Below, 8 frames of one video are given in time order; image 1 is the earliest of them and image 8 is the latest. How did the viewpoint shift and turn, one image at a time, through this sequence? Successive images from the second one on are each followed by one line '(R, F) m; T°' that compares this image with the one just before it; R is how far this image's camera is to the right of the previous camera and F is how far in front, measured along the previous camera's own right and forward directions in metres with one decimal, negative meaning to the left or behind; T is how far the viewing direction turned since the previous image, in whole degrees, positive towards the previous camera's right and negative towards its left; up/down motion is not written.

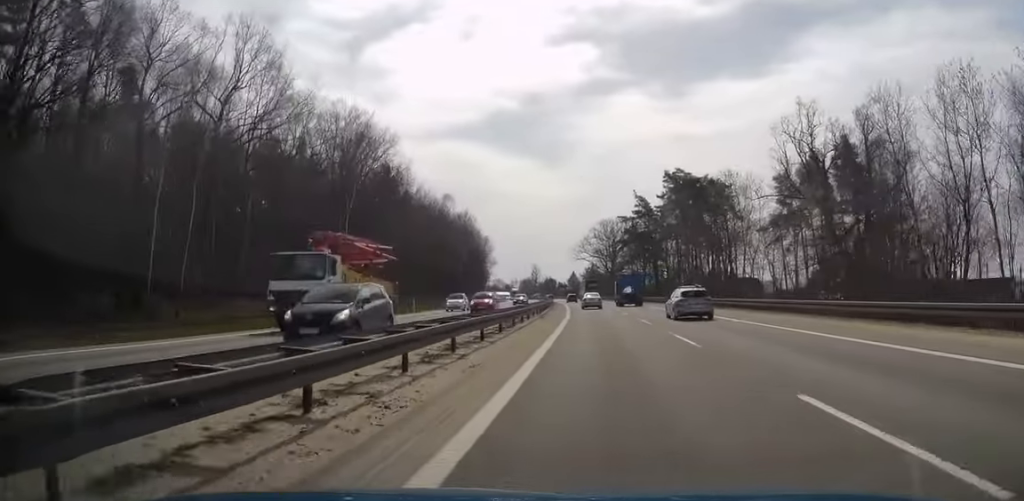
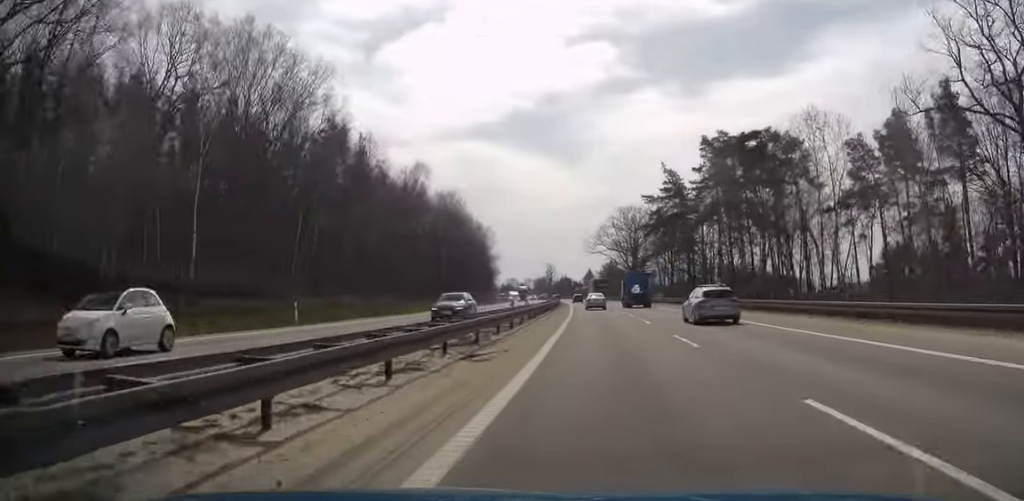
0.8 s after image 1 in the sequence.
(-0.4, +25.1) m; -1°
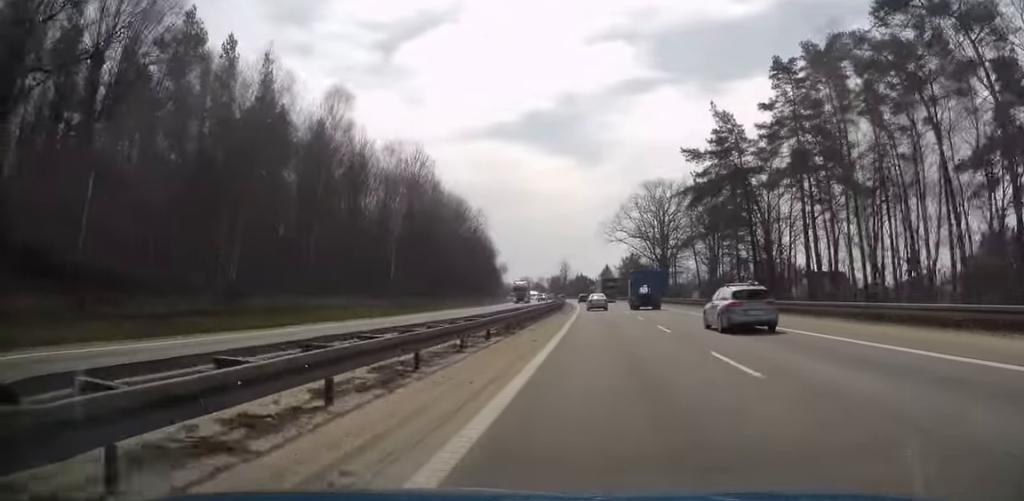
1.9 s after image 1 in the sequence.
(-0.4, +30.5) m; -1°
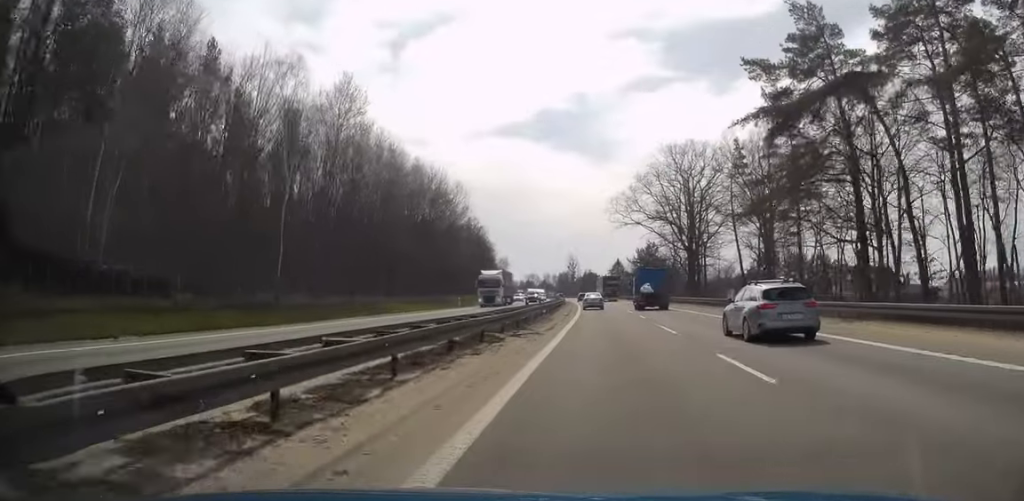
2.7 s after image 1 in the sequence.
(-0.2, +25.5) m; -1°
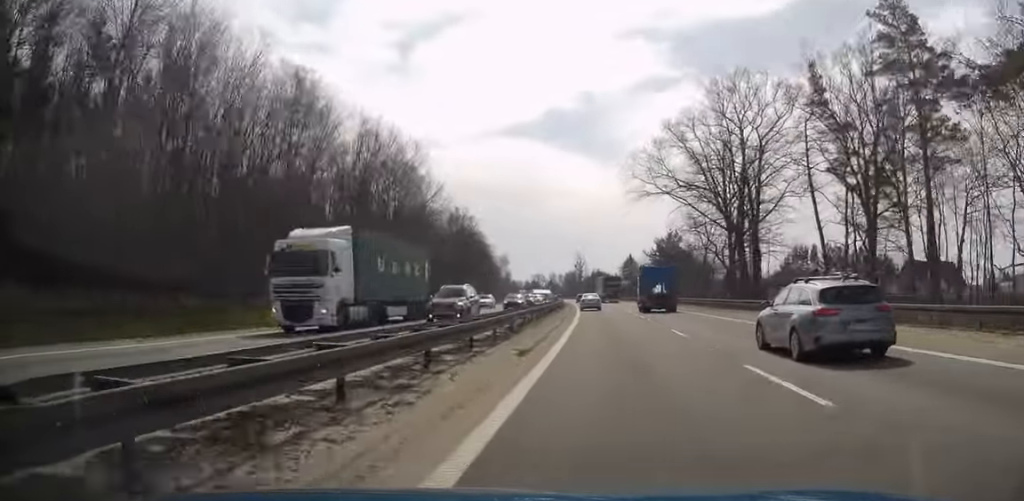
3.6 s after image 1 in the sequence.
(-0.2, +26.5) m; -1°
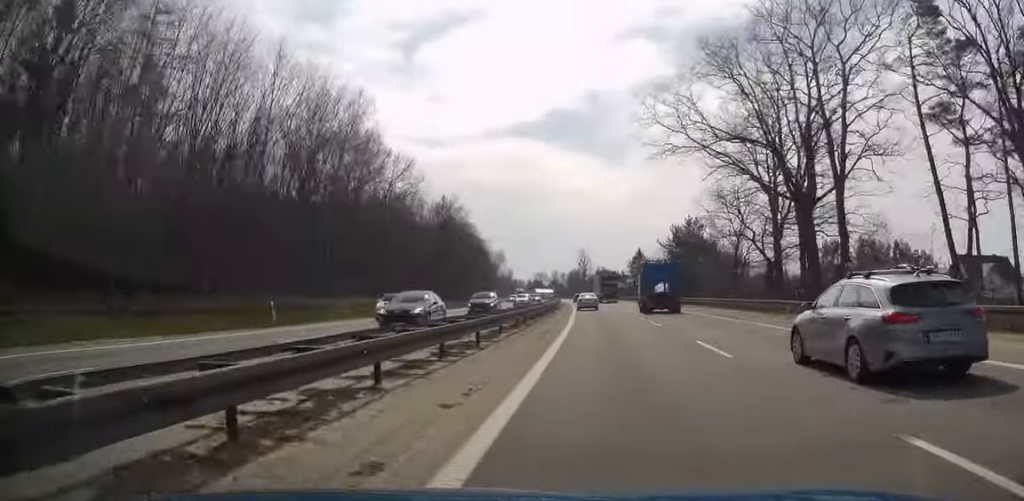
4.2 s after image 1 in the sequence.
(-0.1, +18.5) m; -1°
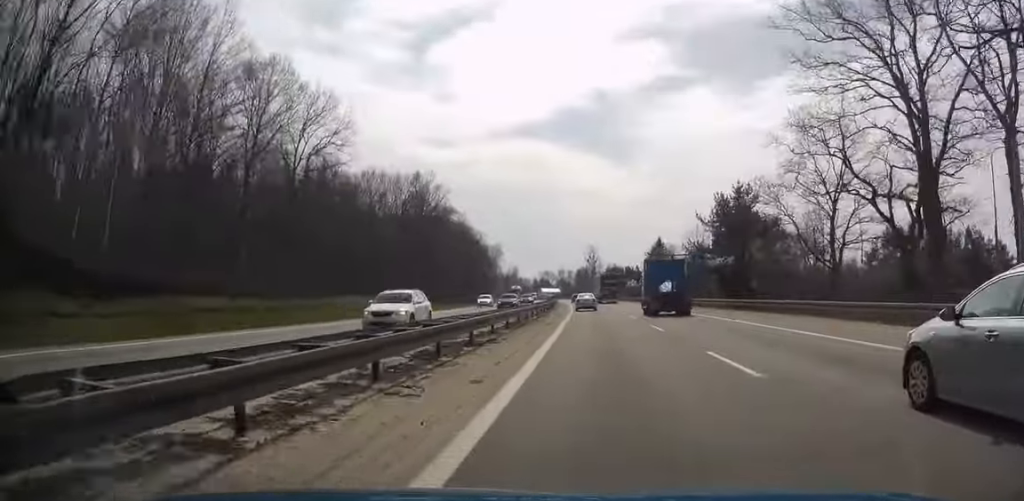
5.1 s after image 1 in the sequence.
(-0.1, +27.6) m; -1°
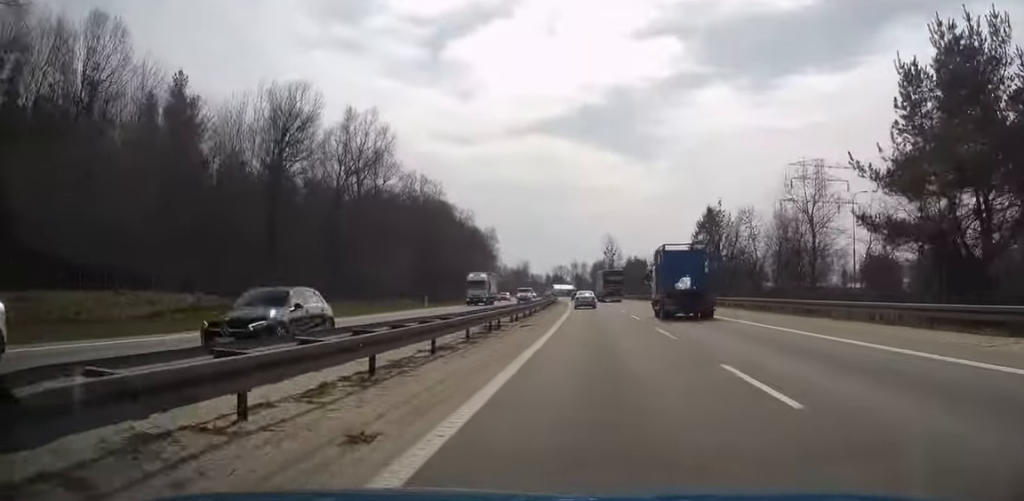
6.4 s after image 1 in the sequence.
(-0.7, +39.3) m; -2°
